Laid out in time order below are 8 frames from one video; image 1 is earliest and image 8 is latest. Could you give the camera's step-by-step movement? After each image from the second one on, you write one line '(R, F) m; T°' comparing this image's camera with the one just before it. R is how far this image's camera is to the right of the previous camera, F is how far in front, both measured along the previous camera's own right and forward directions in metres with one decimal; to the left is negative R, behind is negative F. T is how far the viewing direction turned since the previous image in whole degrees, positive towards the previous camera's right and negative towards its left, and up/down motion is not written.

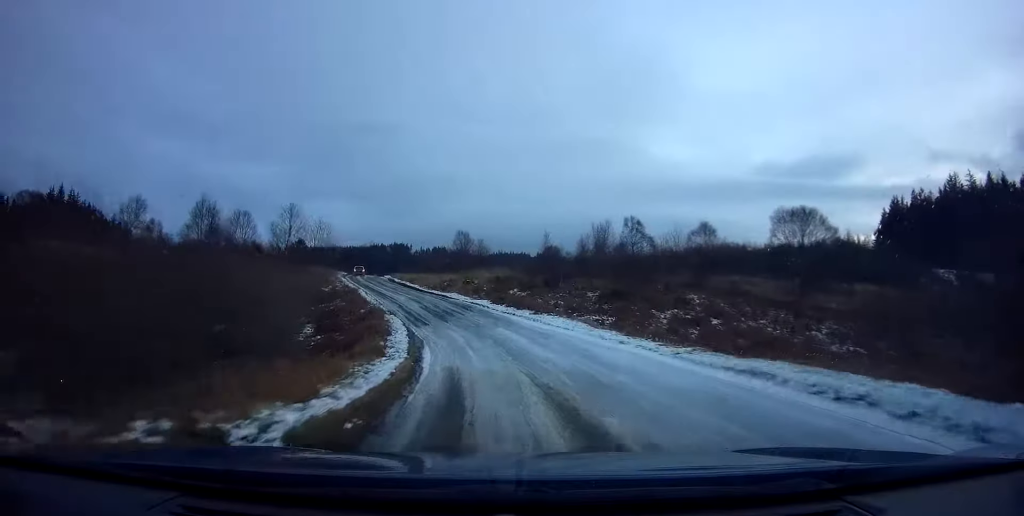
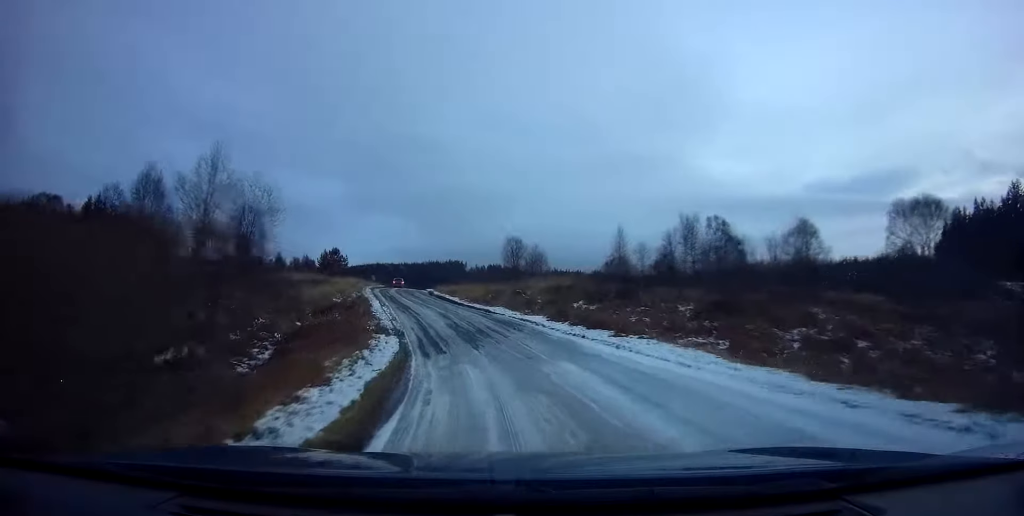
(-0.5, +9.7) m; -6°
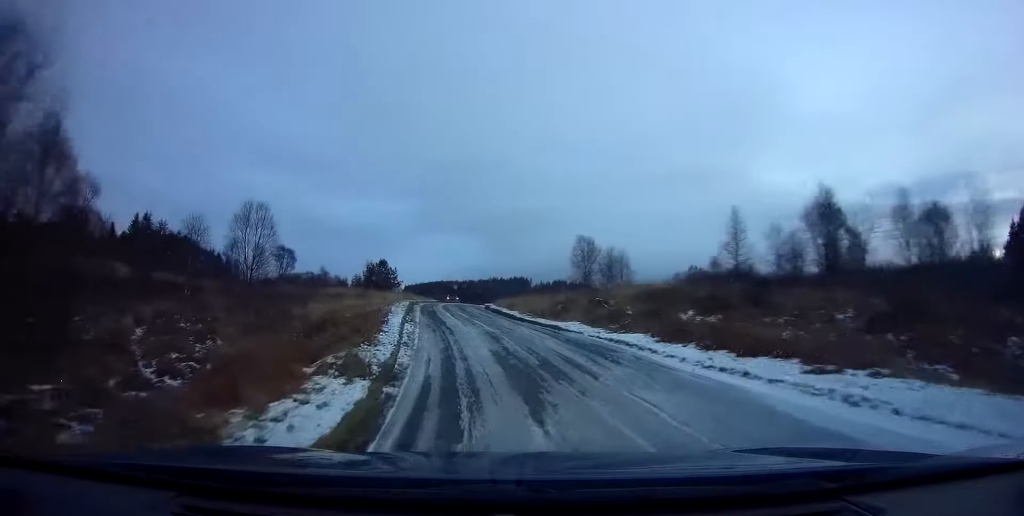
(-0.4, +9.2) m; -6°
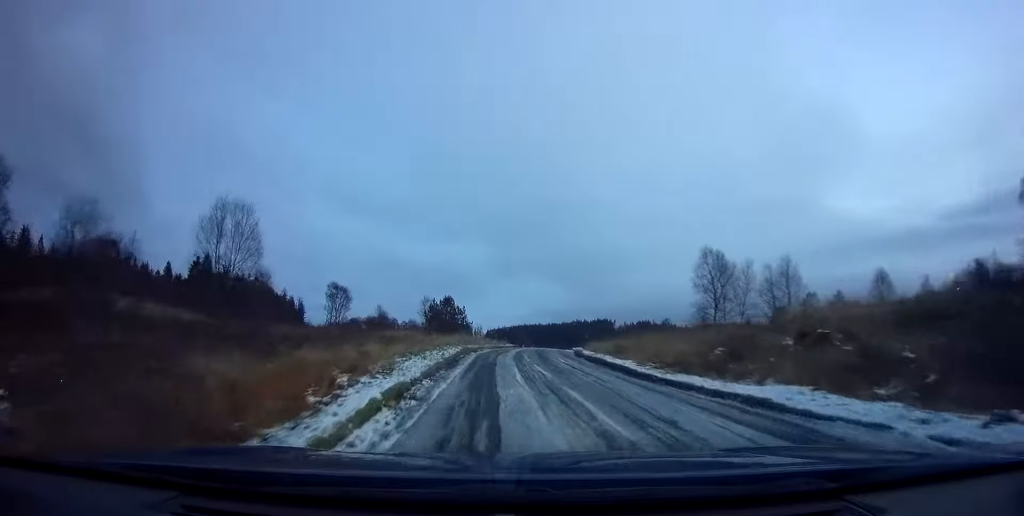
(-0.9, +13.0) m; -8°
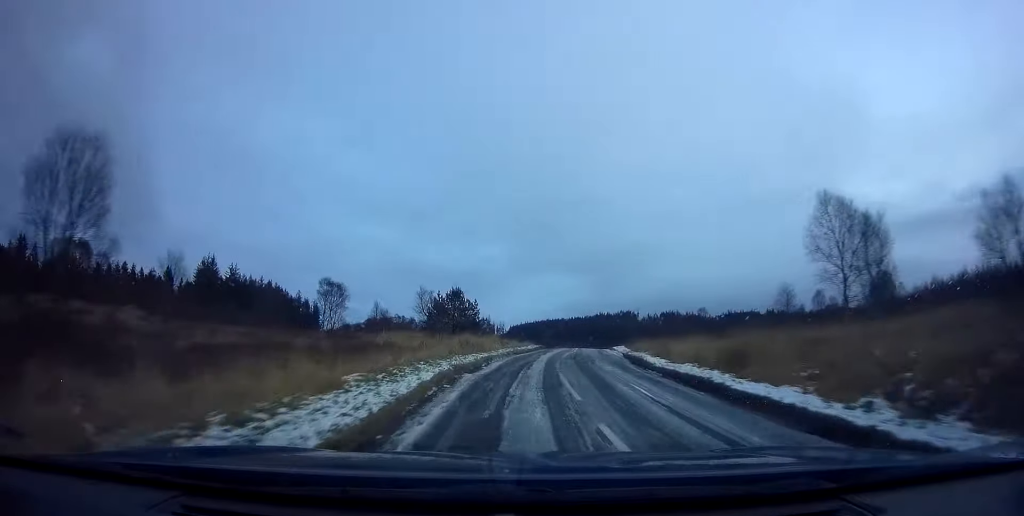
(-0.8, +11.4) m; -5°
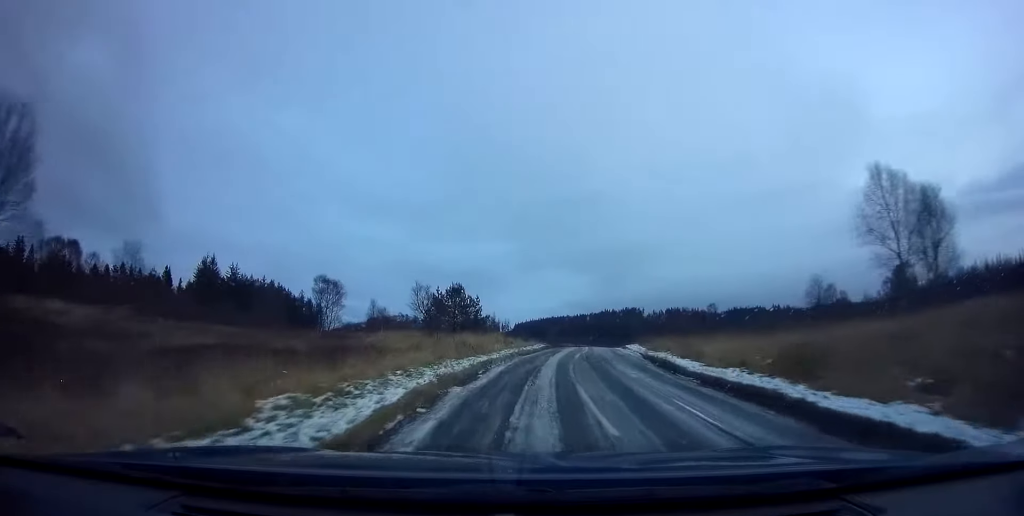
(-0.1, +3.2) m; 0°
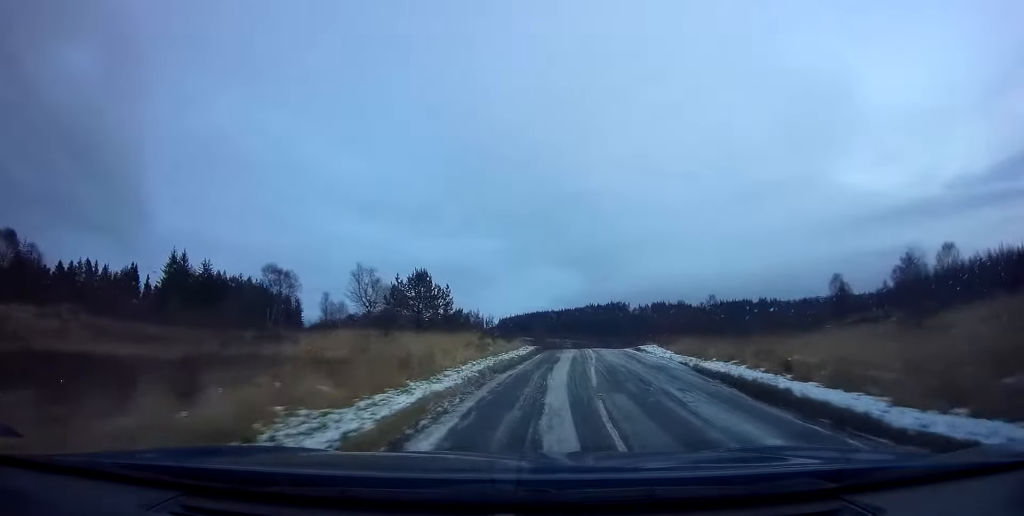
(+0.2, +9.5) m; +1°
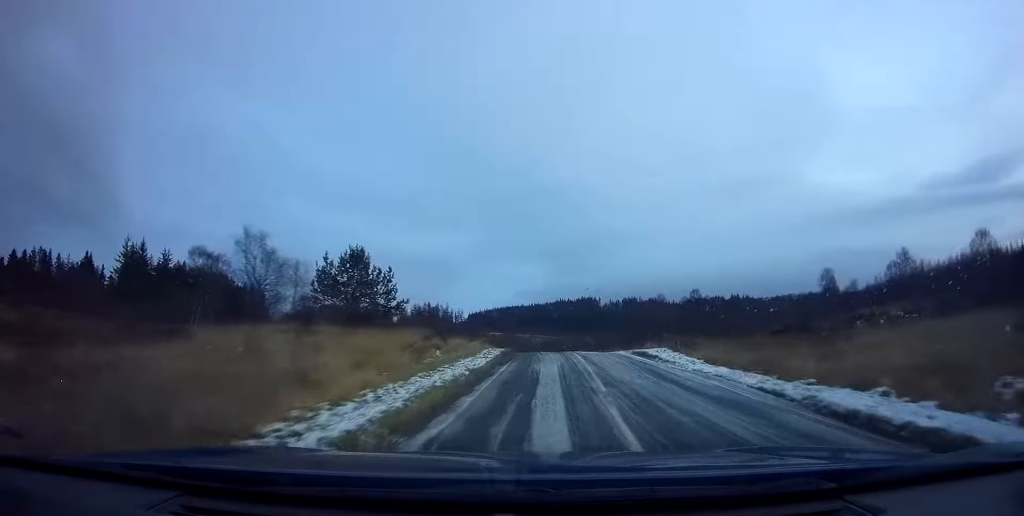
(0.0, +8.3) m; +4°
